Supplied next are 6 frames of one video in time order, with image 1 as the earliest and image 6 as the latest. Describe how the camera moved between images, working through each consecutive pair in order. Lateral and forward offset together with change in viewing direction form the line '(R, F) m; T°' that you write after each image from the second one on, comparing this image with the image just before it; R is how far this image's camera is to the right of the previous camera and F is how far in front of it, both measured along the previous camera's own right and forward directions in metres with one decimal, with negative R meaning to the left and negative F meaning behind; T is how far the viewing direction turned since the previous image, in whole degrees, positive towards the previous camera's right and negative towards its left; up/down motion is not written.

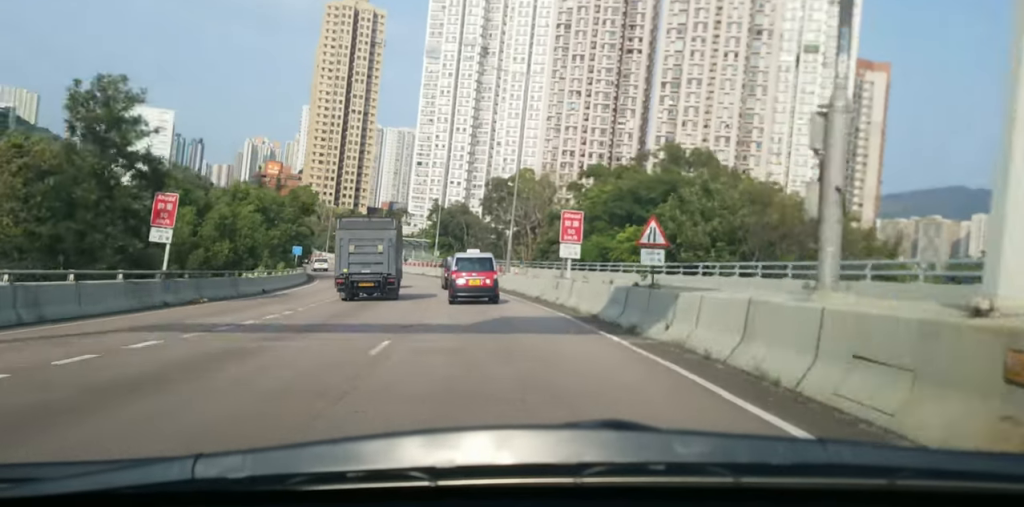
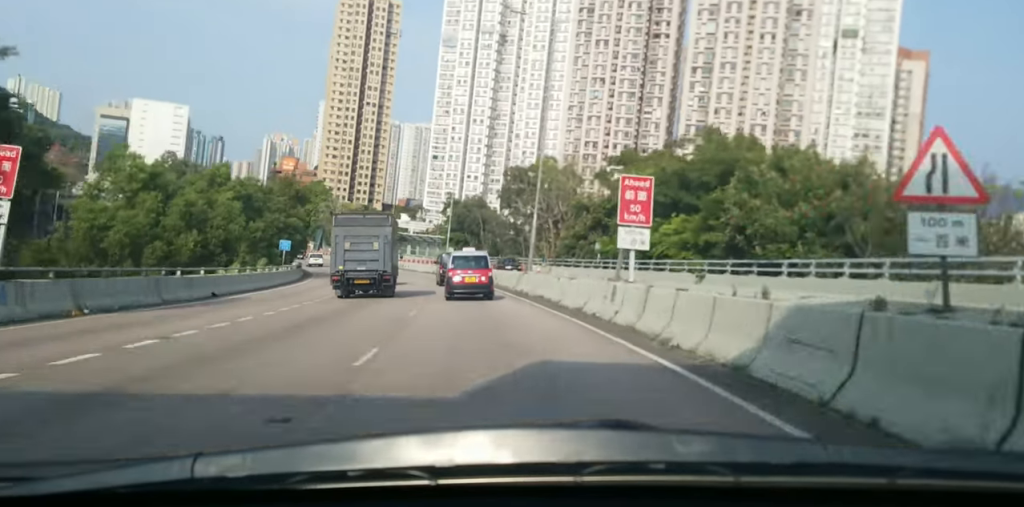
(+0.3, +10.1) m; -2°
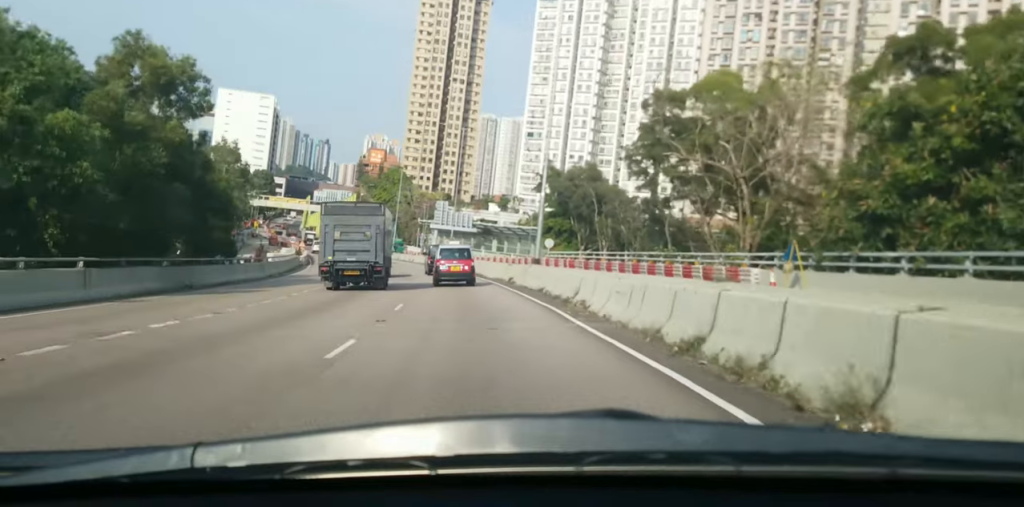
(-4.2, +45.9) m; -9°
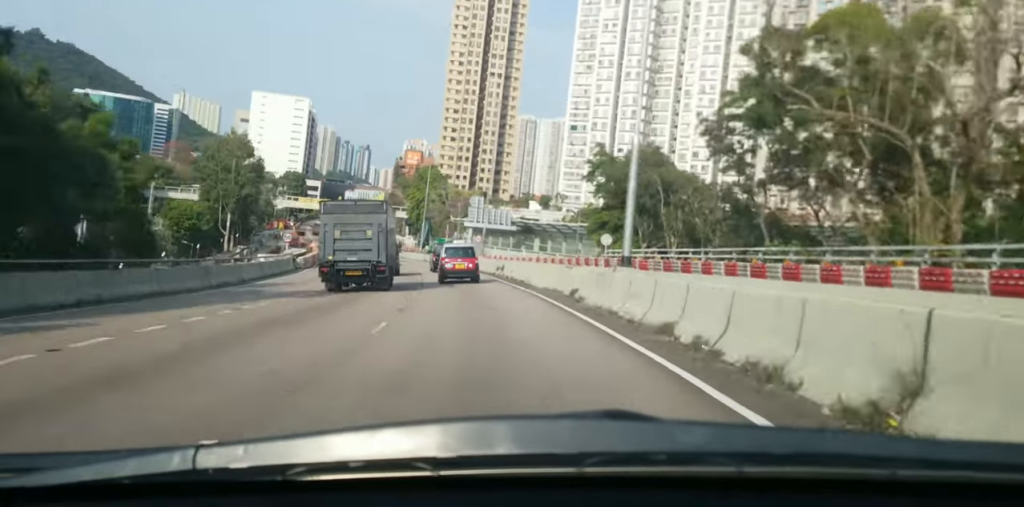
(-0.4, +15.7) m; -4°
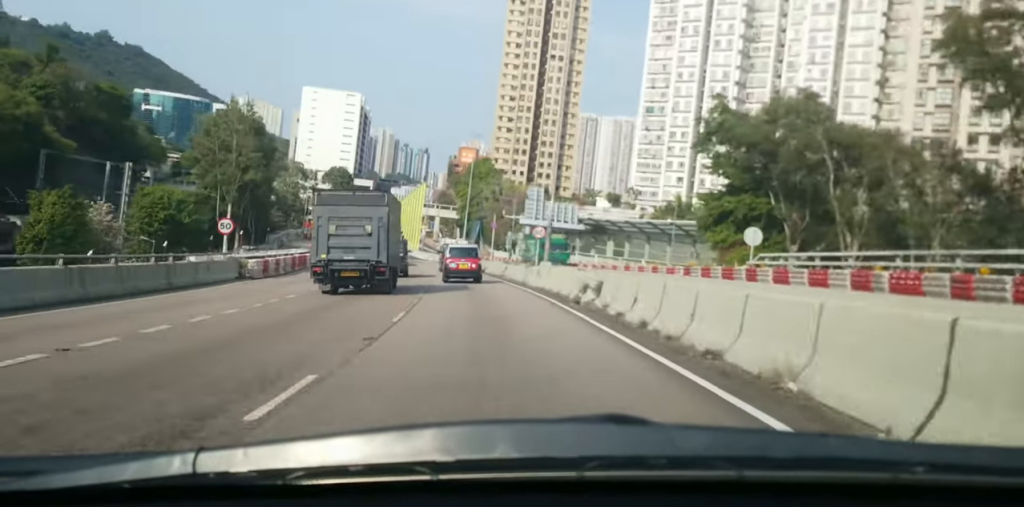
(-1.0, +25.3) m; -3°
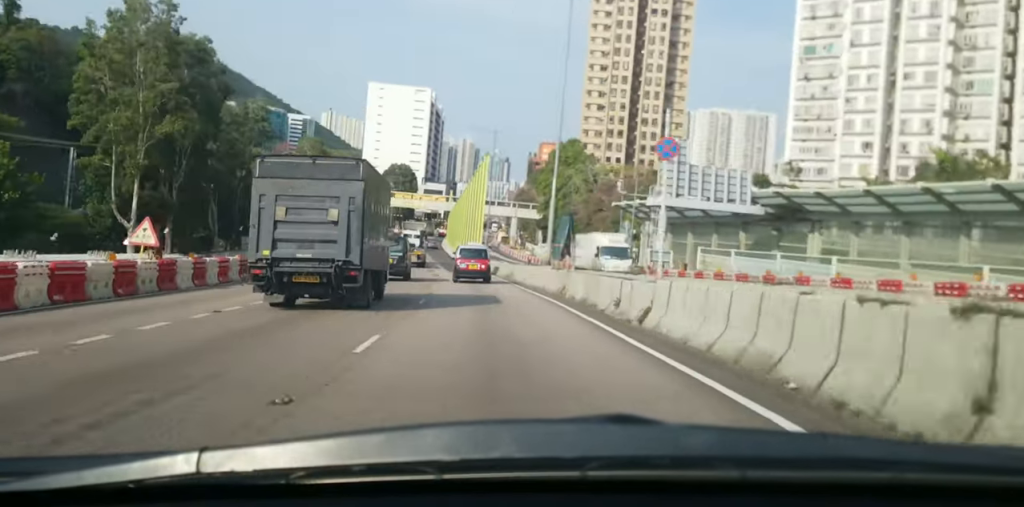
(-1.0, +42.0) m; -4°
